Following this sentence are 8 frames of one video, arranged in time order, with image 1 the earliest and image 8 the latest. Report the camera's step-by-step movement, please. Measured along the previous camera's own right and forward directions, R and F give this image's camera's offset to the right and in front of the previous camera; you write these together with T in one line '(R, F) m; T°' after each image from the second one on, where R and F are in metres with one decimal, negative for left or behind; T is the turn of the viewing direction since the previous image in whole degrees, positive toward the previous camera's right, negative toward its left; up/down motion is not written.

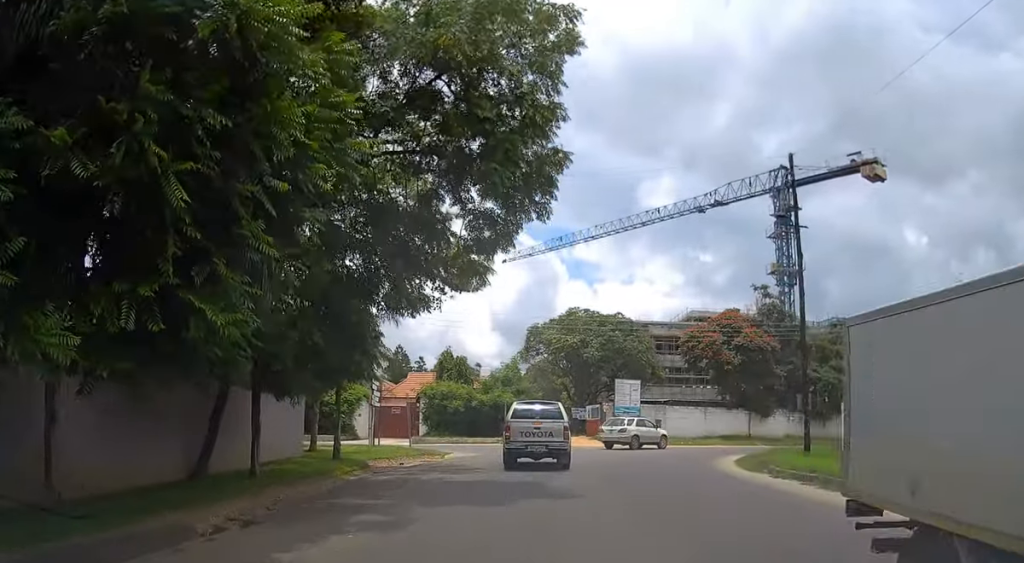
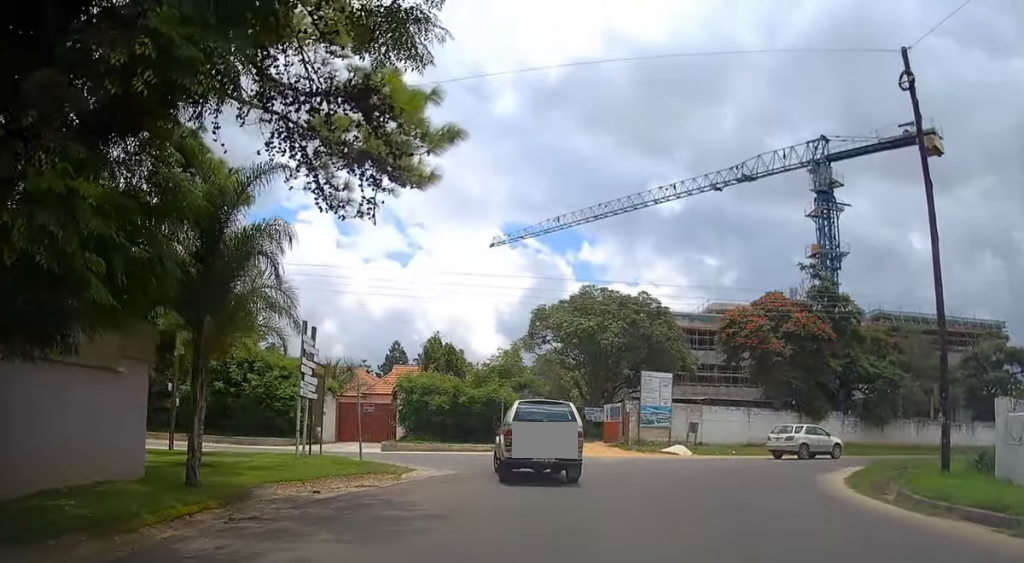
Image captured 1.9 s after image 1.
(+0.1, +10.5) m; 0°
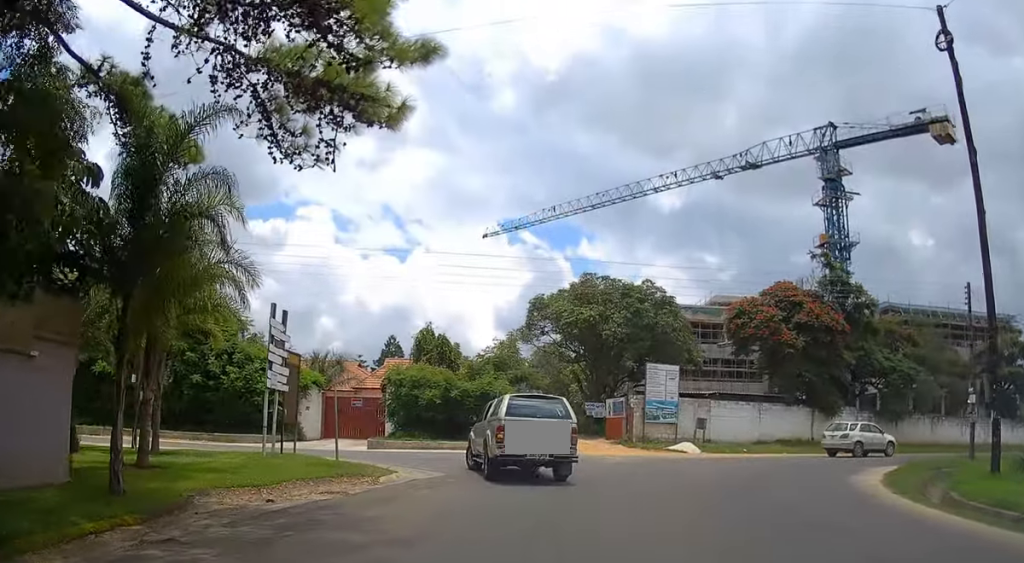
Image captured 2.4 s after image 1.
(-0.1, +2.5) m; 0°
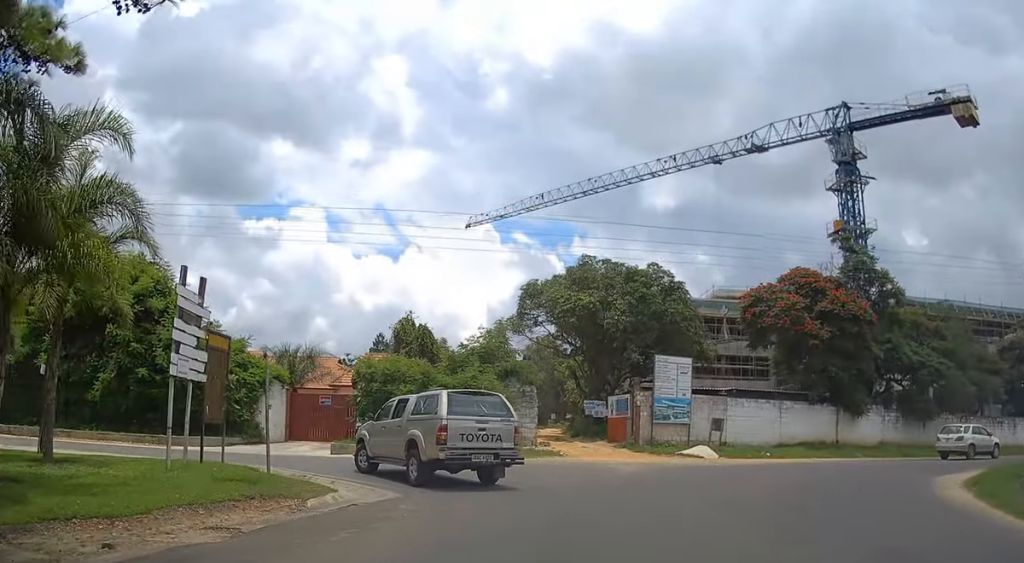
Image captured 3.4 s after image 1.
(0.0, +4.9) m; +2°
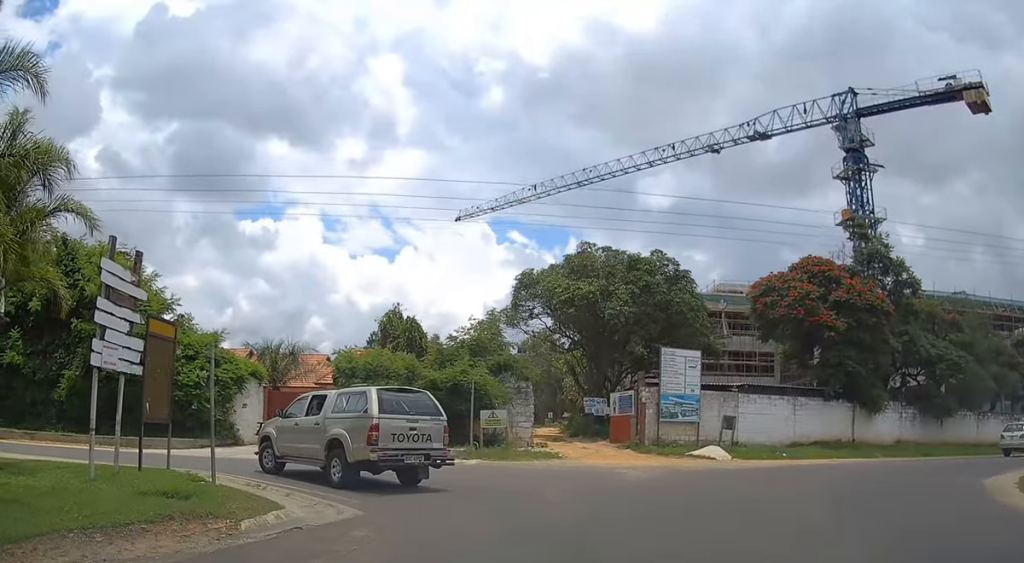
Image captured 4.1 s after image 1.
(0.0, +2.7) m; +1°
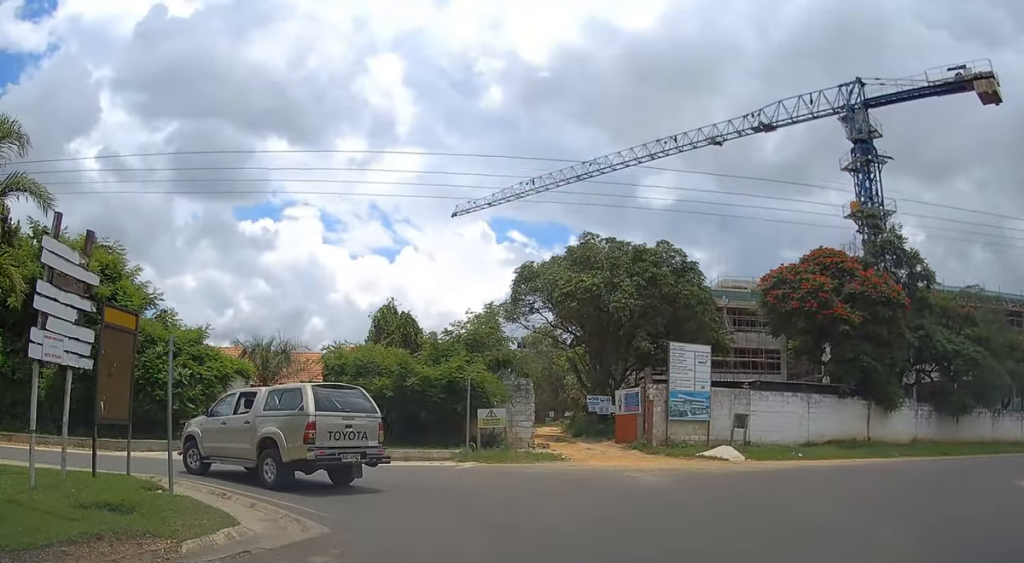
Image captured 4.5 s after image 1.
(+0.1, +1.8) m; -1°
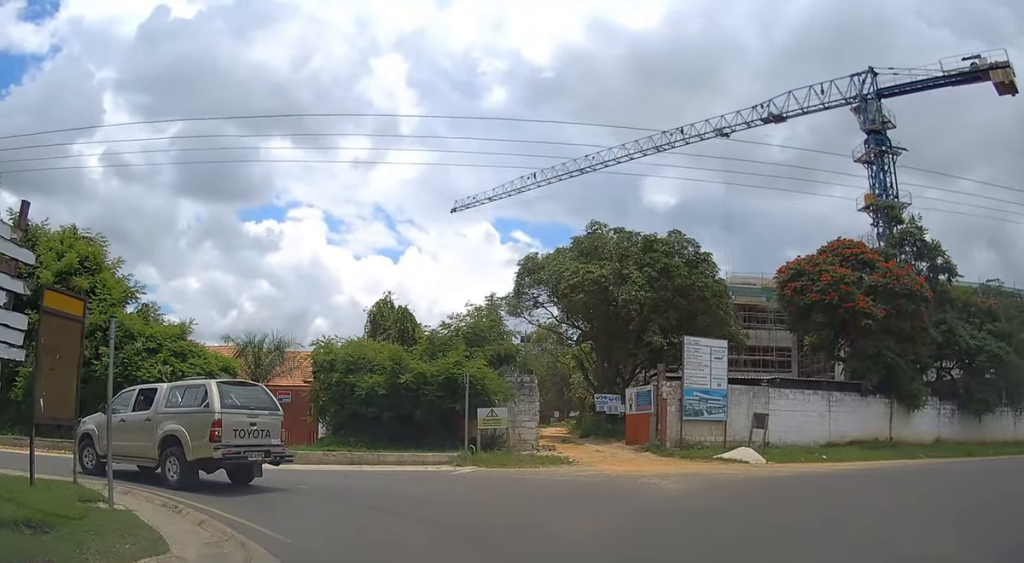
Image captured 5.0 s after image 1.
(0.0, +2.1) m; -1°
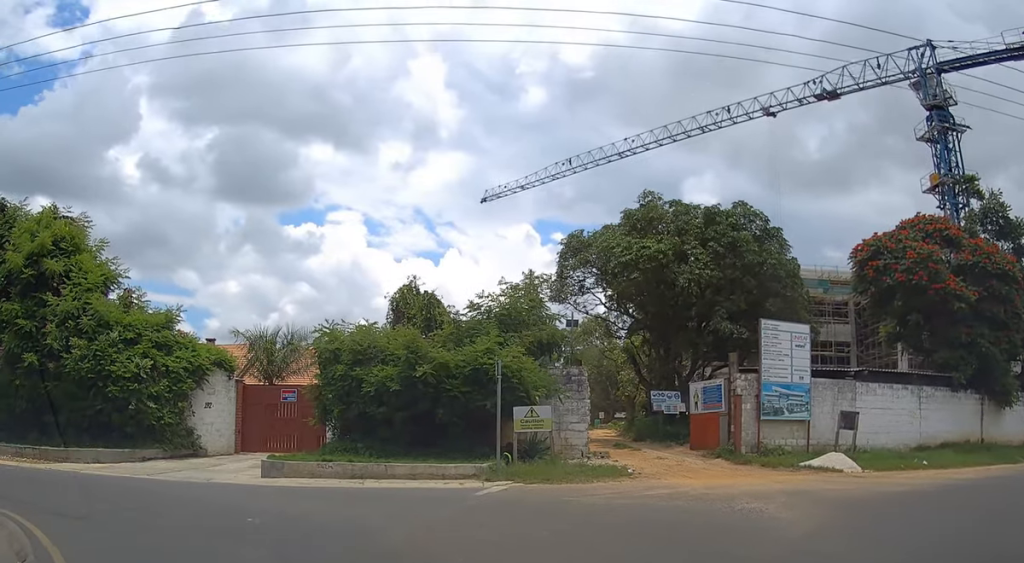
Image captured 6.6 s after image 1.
(-0.1, +4.7) m; -2°
